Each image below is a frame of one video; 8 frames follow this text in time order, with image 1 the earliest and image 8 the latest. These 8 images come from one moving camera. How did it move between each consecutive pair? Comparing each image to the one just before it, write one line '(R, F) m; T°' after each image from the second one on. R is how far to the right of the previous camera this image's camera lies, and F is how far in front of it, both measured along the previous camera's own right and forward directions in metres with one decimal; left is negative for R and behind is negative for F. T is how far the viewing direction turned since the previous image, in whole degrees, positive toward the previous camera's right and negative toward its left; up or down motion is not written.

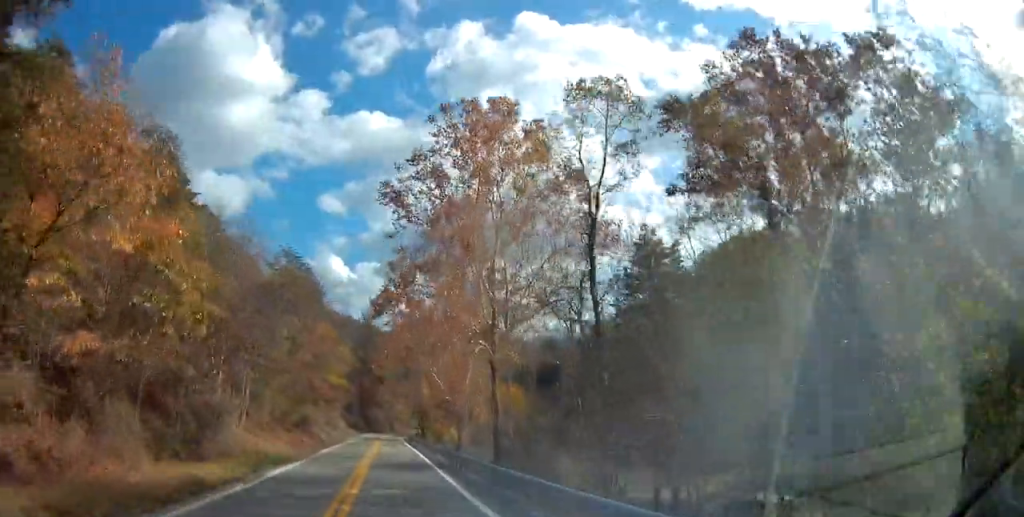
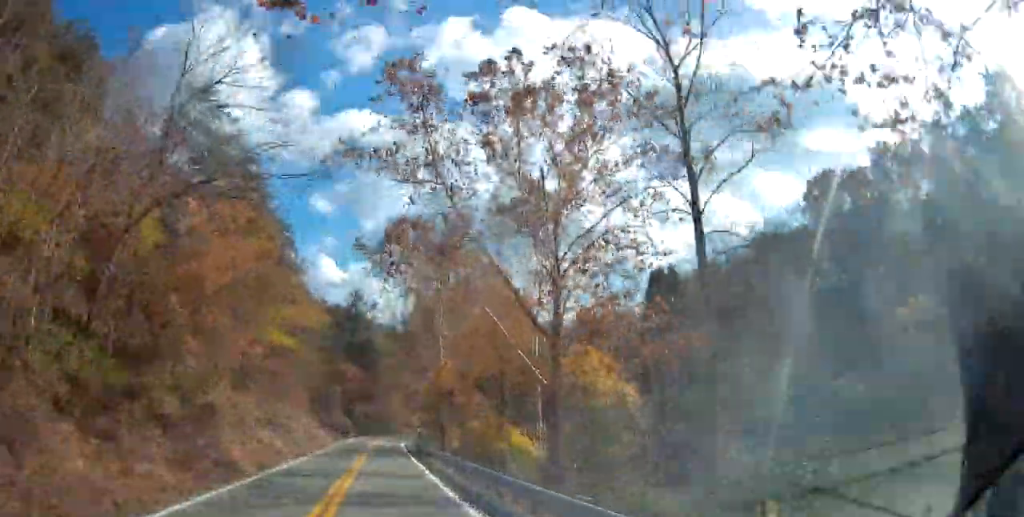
(-0.6, +35.0) m; +1°
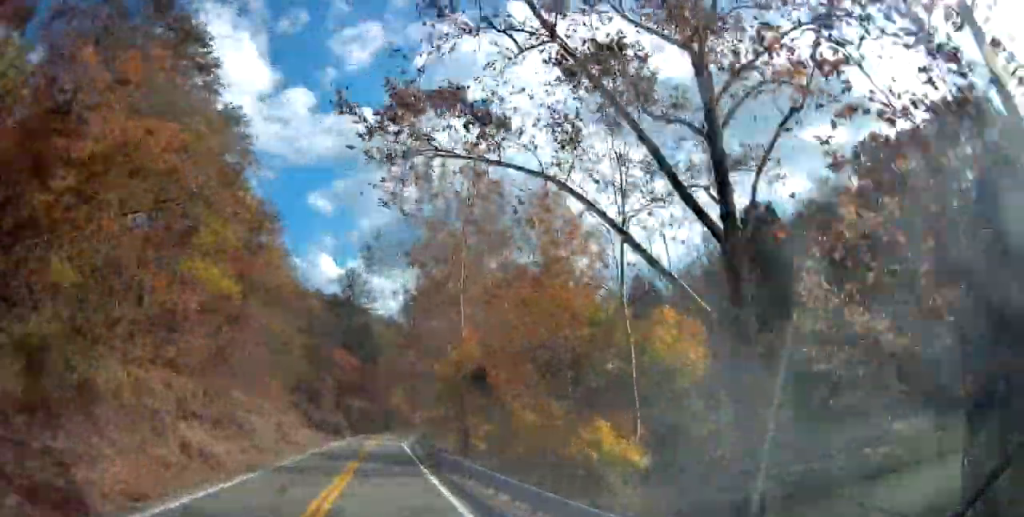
(+0.1, +13.6) m; +2°
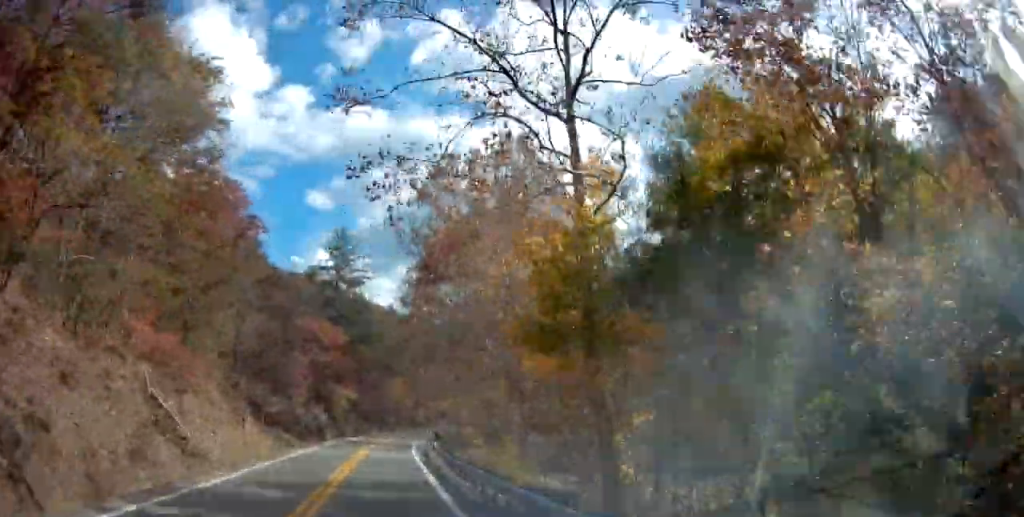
(+1.1, +21.1) m; +3°
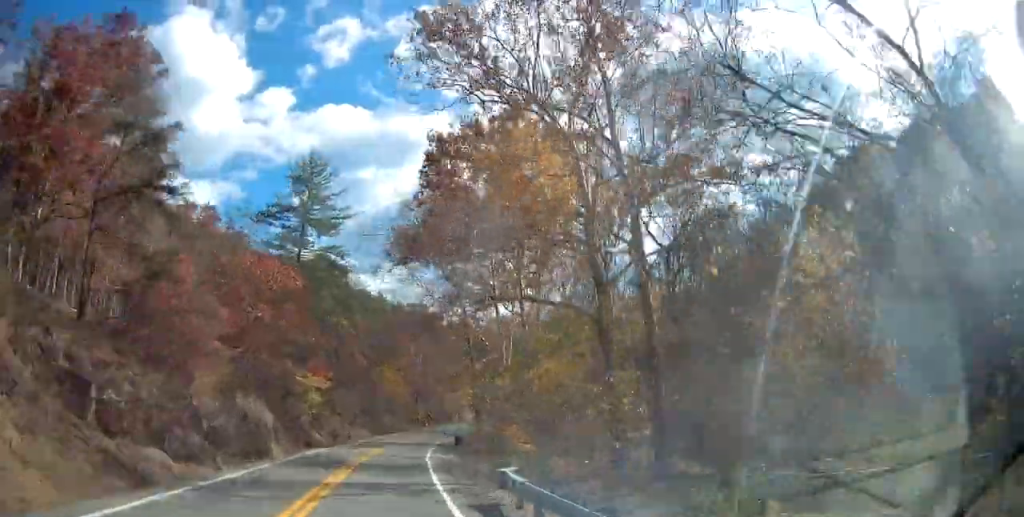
(0.0, +23.9) m; 0°
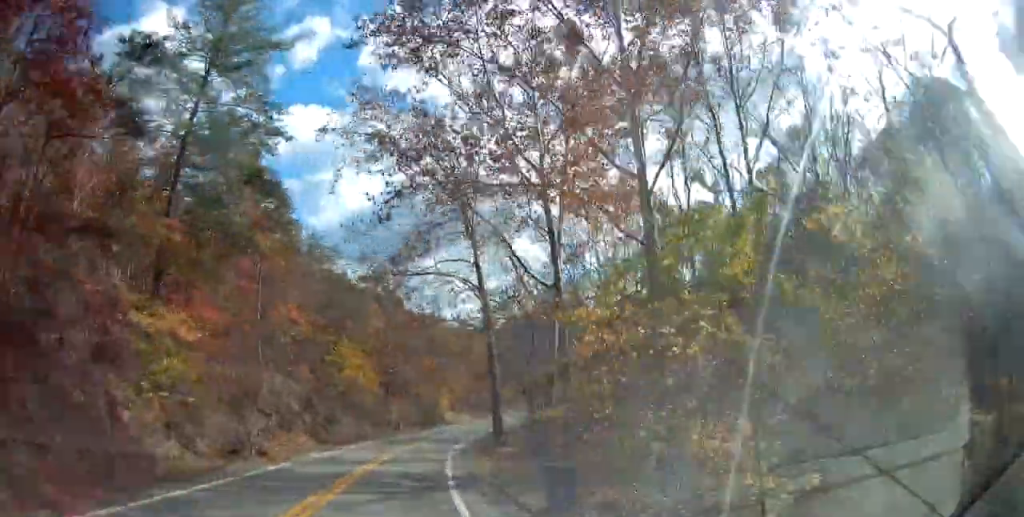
(0.0, +28.8) m; 0°
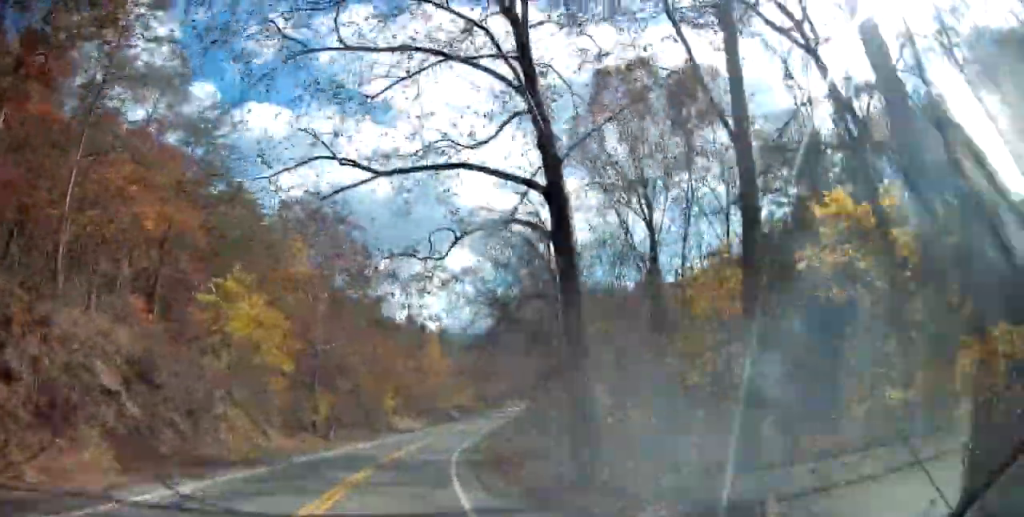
(0.0, +26.2) m; 0°
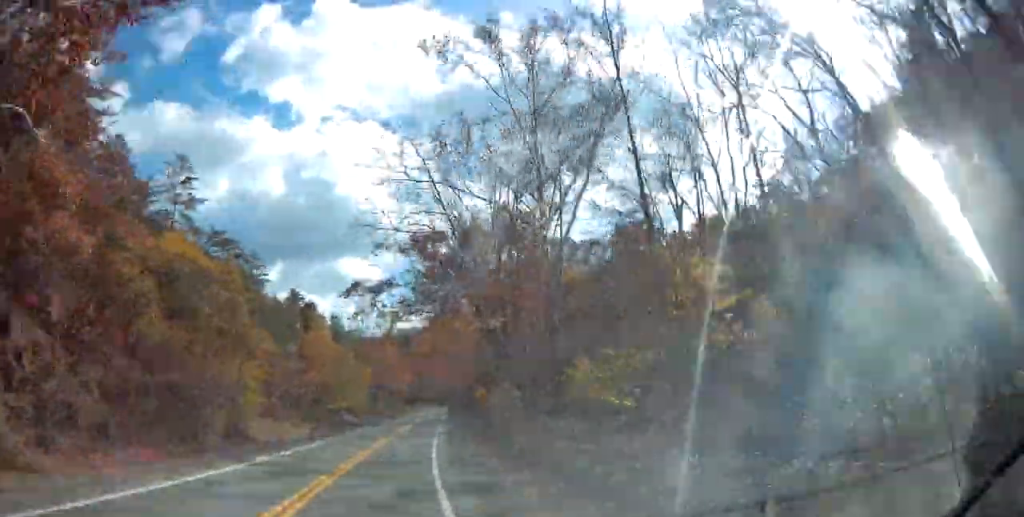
(+1.0, +40.4) m; +10°
